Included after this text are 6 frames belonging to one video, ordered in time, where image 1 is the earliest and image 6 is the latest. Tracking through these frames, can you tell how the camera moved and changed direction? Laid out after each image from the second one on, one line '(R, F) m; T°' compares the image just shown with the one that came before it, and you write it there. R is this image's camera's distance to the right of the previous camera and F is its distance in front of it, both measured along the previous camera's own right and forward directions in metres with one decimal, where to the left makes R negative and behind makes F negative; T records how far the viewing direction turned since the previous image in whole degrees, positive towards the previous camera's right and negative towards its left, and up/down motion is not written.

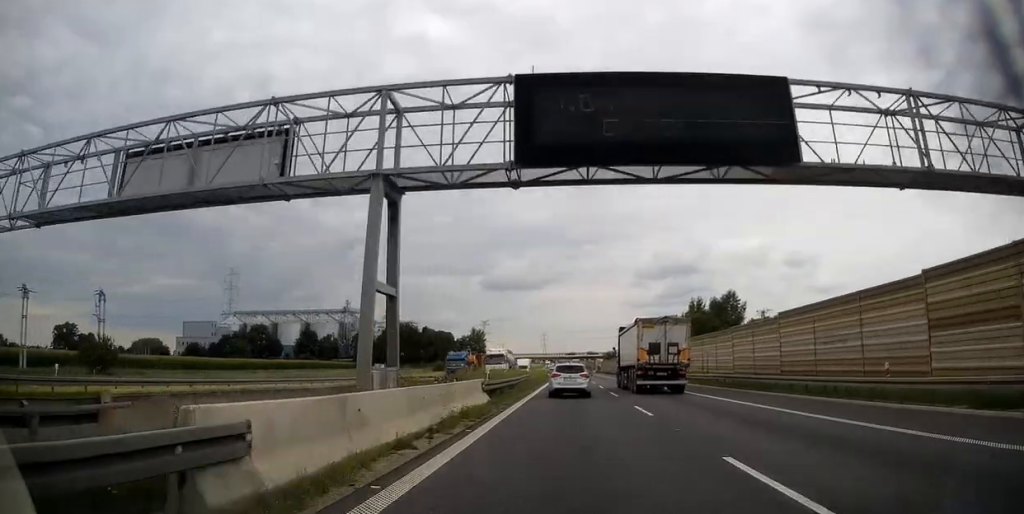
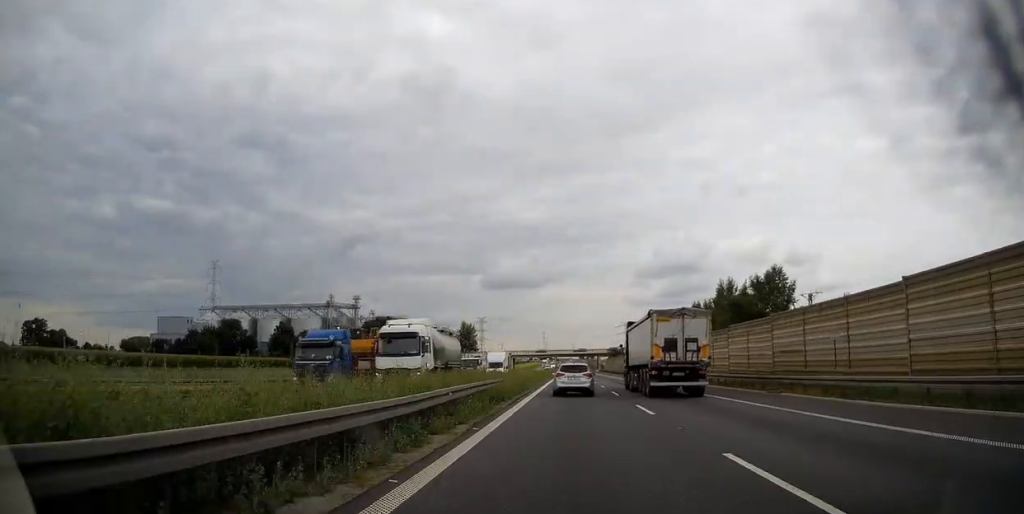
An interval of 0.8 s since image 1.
(+0.1, +23.7) m; 0°
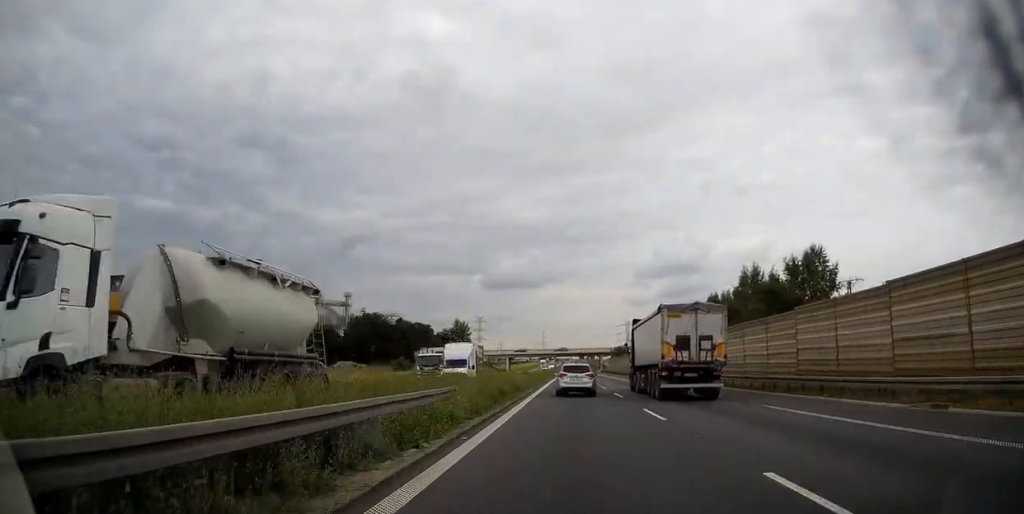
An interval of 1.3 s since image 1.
(0.0, +13.9) m; 0°
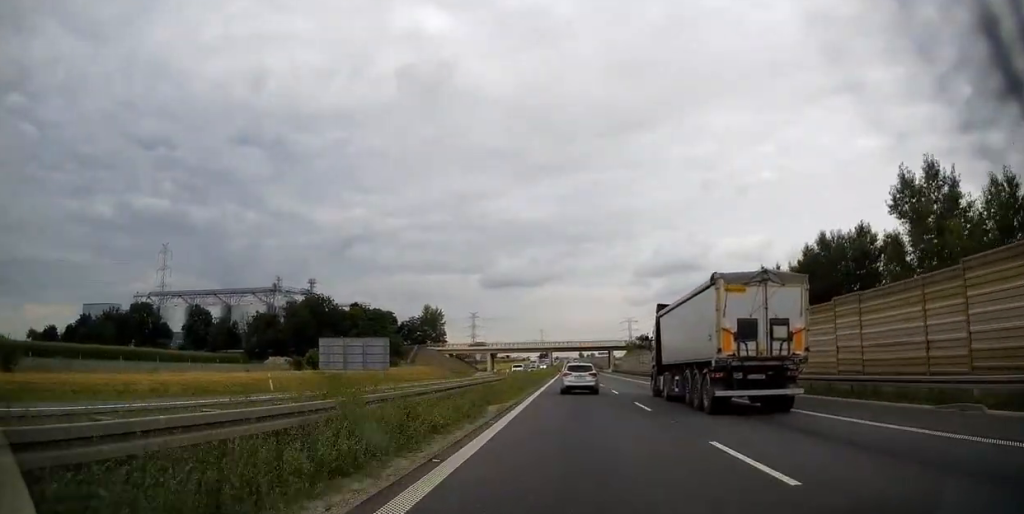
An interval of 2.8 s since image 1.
(0.0, +44.9) m; 0°
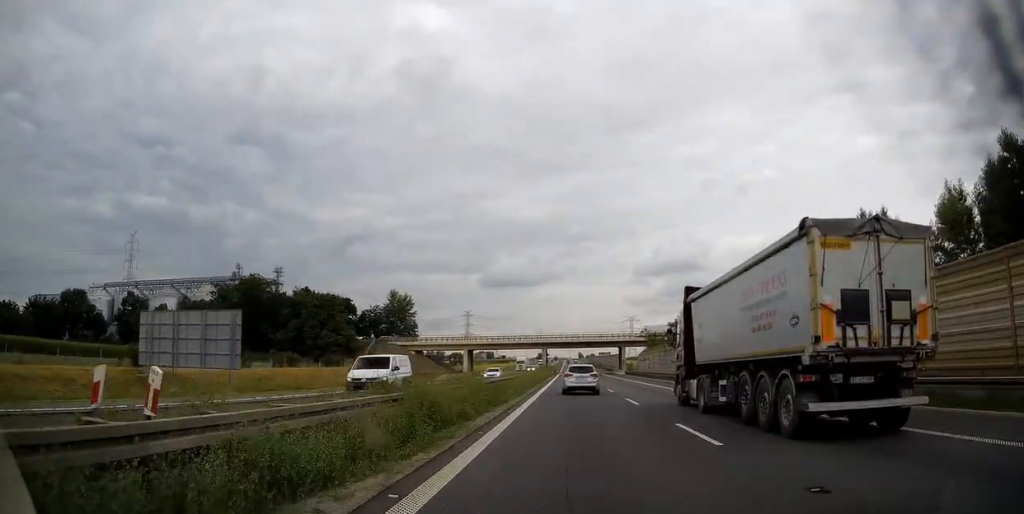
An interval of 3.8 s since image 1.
(+0.1, +32.4) m; 0°
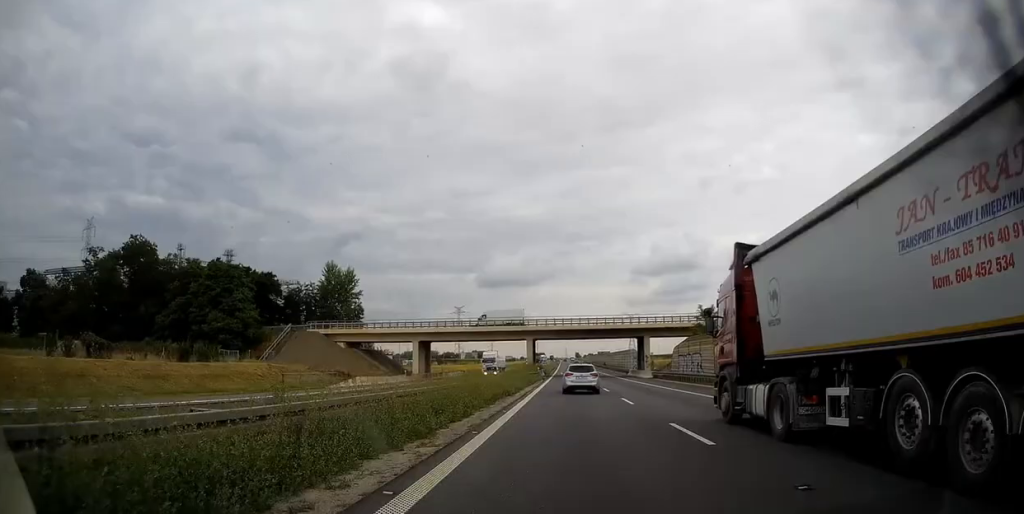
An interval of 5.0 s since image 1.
(0.0, +35.9) m; 0°
